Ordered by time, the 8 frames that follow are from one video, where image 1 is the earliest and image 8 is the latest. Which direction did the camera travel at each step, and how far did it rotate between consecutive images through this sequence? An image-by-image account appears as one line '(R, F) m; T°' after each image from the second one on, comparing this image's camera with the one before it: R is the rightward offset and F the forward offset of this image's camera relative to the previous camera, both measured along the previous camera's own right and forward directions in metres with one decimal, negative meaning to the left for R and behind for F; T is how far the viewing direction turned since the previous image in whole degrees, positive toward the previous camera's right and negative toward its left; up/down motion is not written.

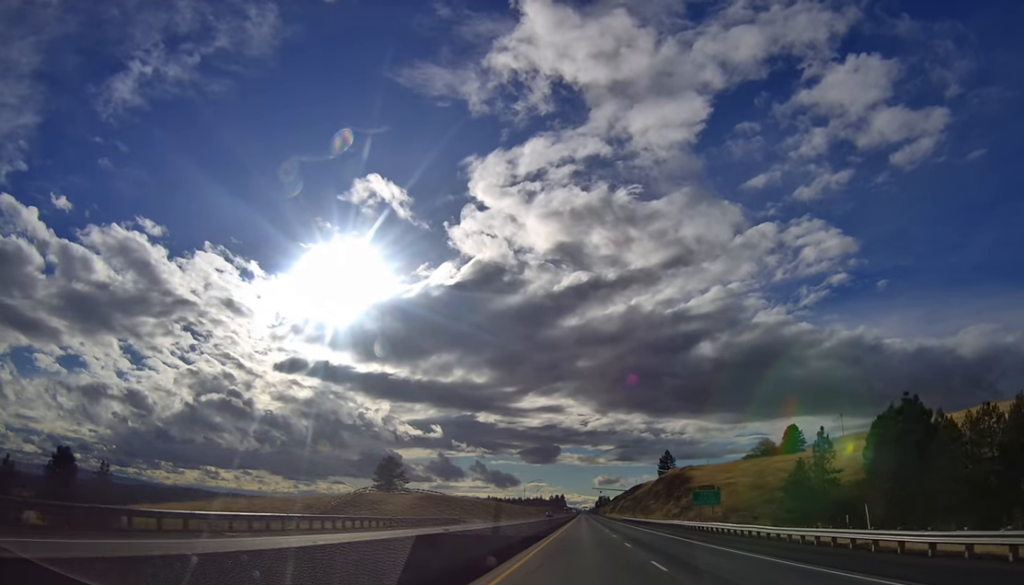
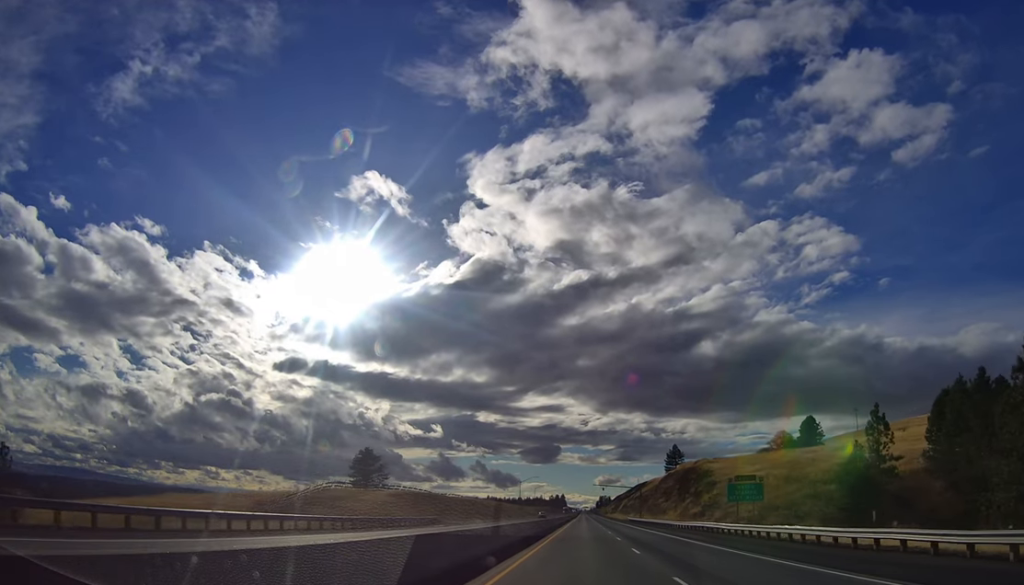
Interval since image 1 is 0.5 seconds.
(-0.1, +17.4) m; 0°
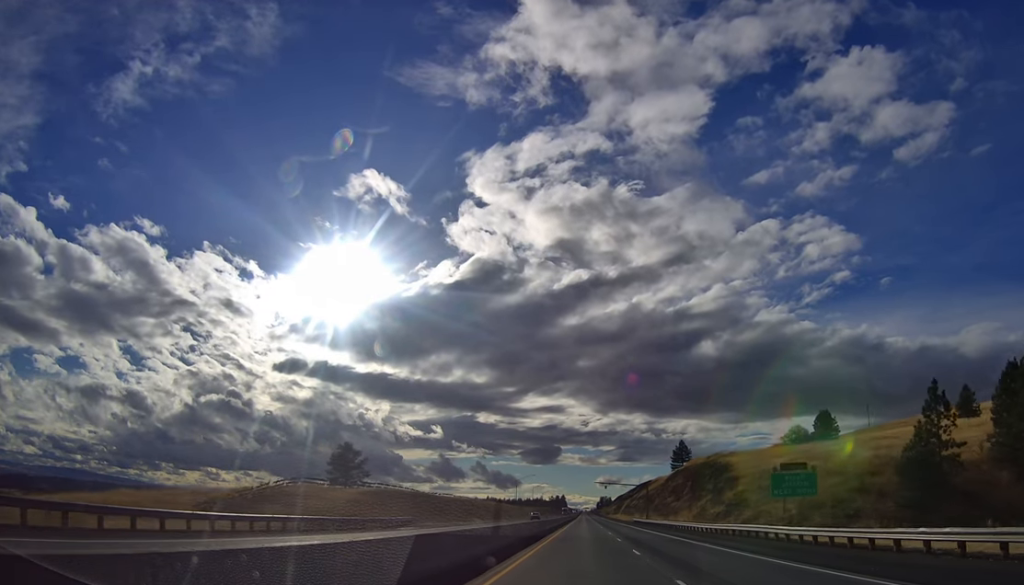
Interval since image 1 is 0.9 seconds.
(+0.1, +12.9) m; 0°
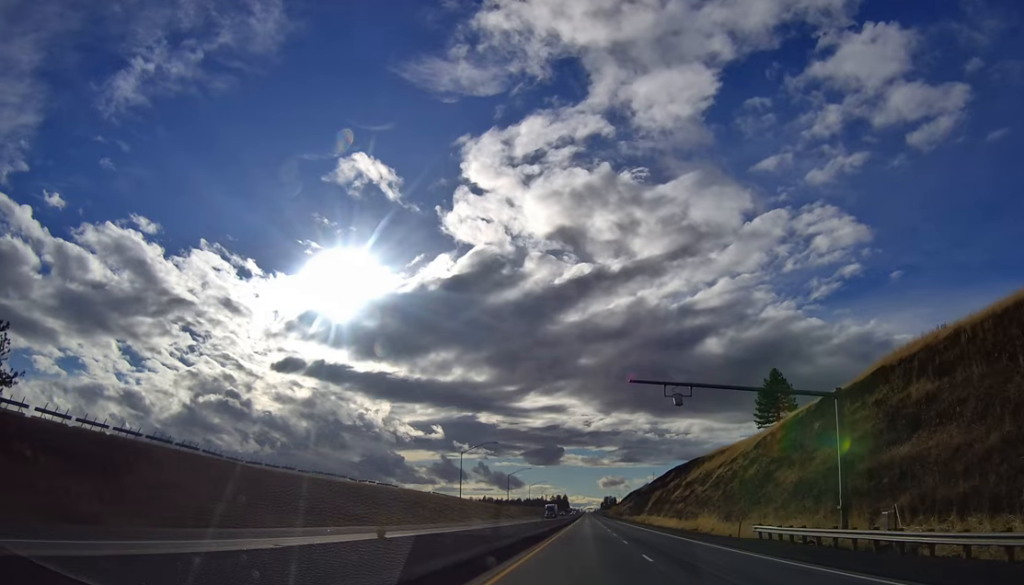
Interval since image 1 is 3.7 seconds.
(+1.2, +89.3) m; 0°
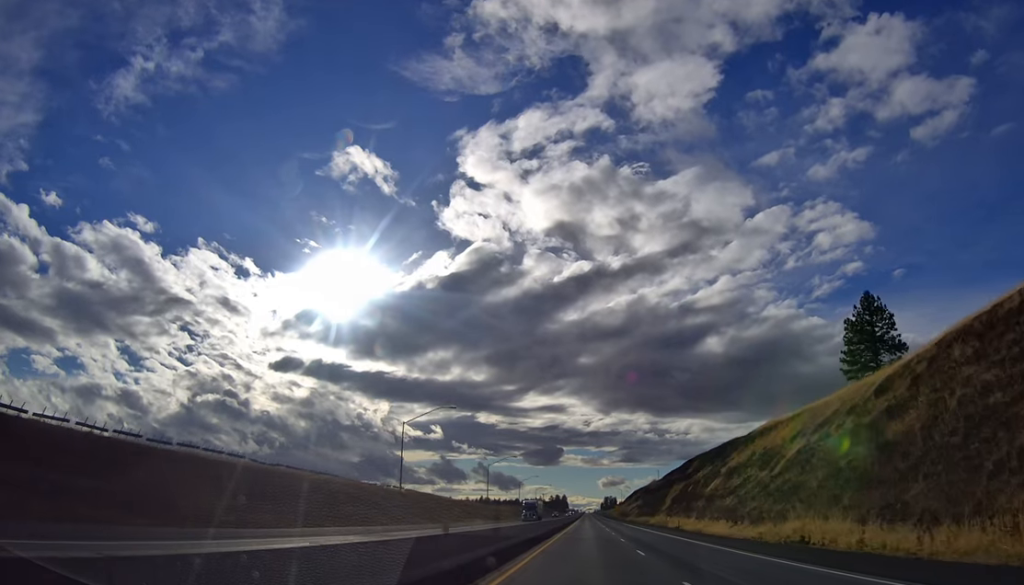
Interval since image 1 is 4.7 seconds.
(-0.7, +33.4) m; -1°
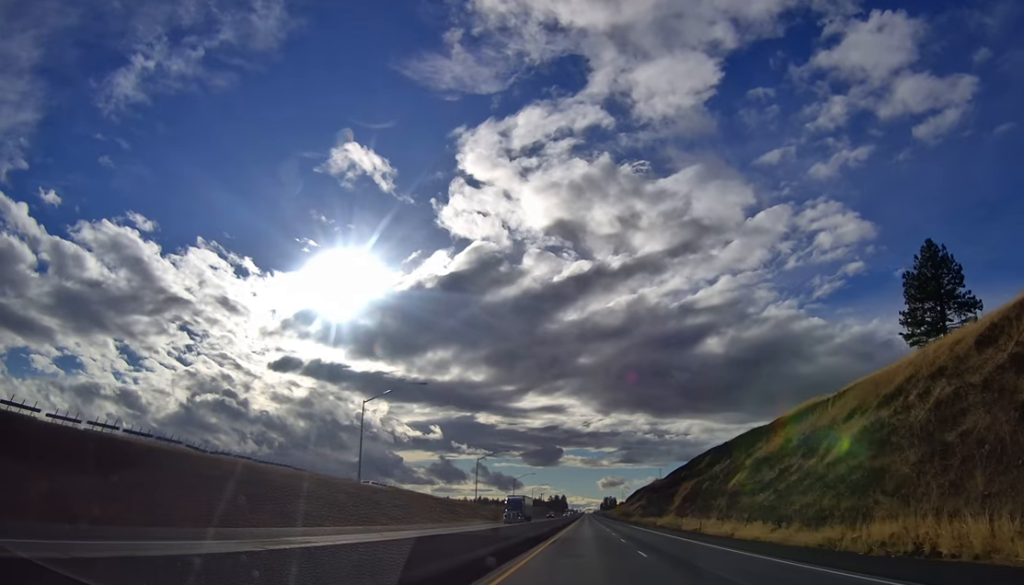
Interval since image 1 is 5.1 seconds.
(-0.2, +13.0) m; 0°
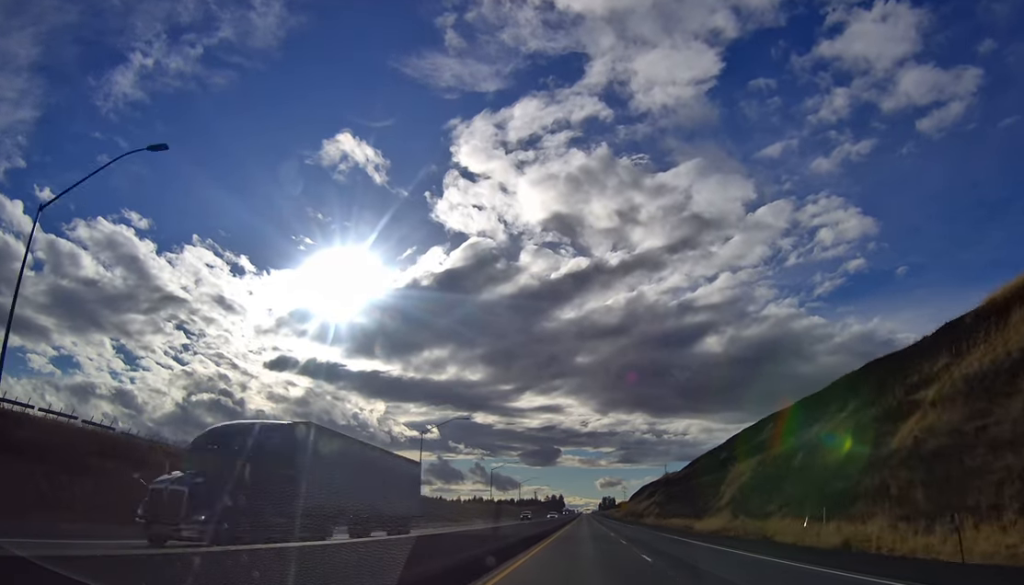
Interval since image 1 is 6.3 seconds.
(+0.8, +39.1) m; +1°
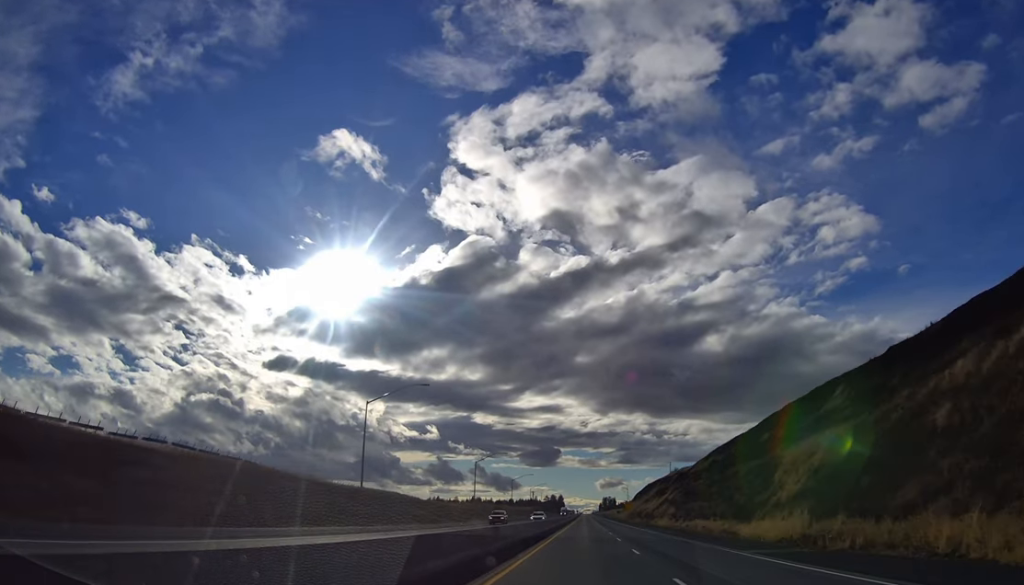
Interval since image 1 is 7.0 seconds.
(-0.1, +20.7) m; 0°
